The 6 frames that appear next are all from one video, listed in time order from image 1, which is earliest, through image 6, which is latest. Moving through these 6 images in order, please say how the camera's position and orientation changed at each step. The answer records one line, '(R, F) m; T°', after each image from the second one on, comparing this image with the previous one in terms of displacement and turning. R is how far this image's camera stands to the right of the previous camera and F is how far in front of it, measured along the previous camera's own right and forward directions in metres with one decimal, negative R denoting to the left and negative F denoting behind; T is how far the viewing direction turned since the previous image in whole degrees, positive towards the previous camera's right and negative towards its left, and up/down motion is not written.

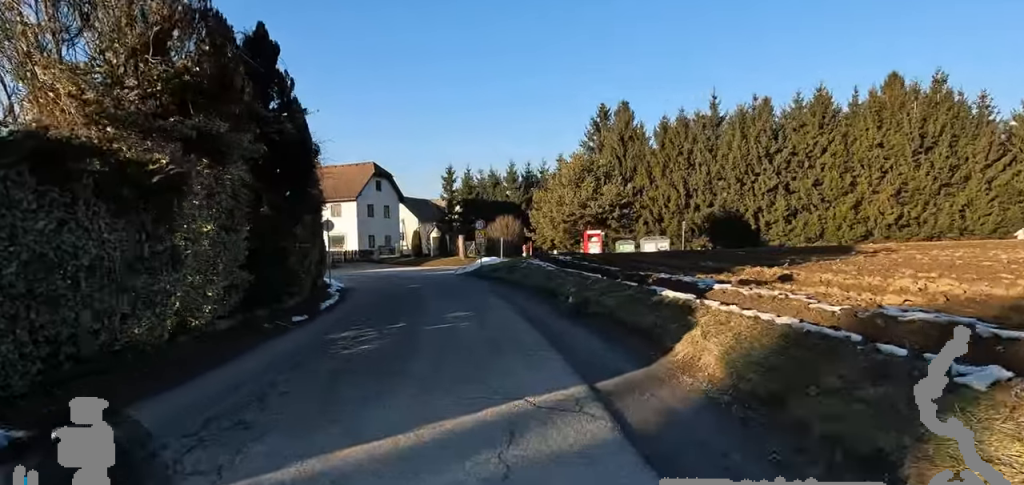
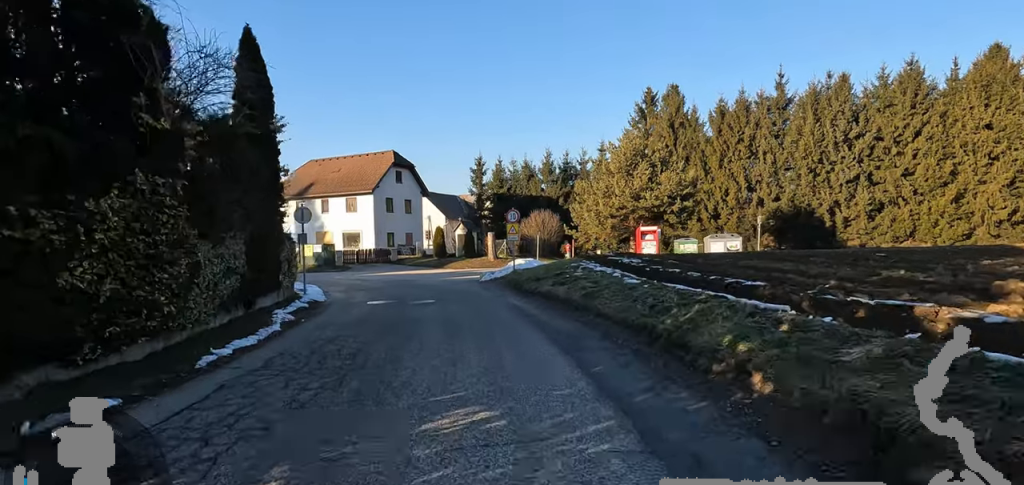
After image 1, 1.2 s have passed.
(-0.3, +5.9) m; -1°
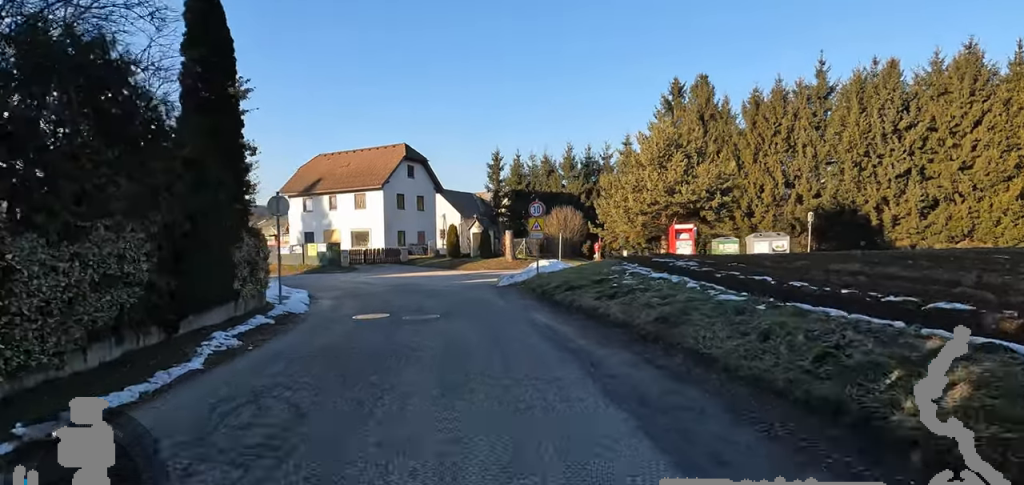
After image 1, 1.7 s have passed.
(-0.1, +2.8) m; 0°
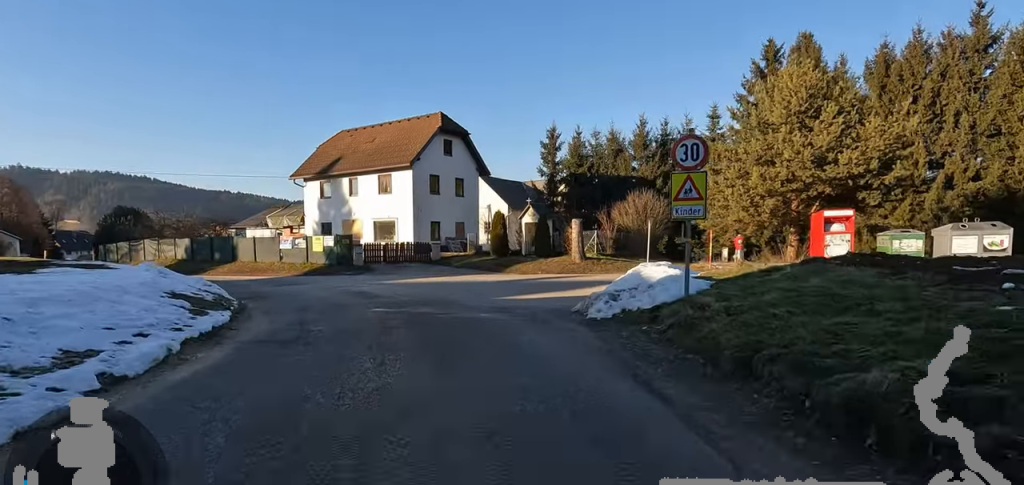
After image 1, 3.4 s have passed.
(-0.3, +7.9) m; -10°
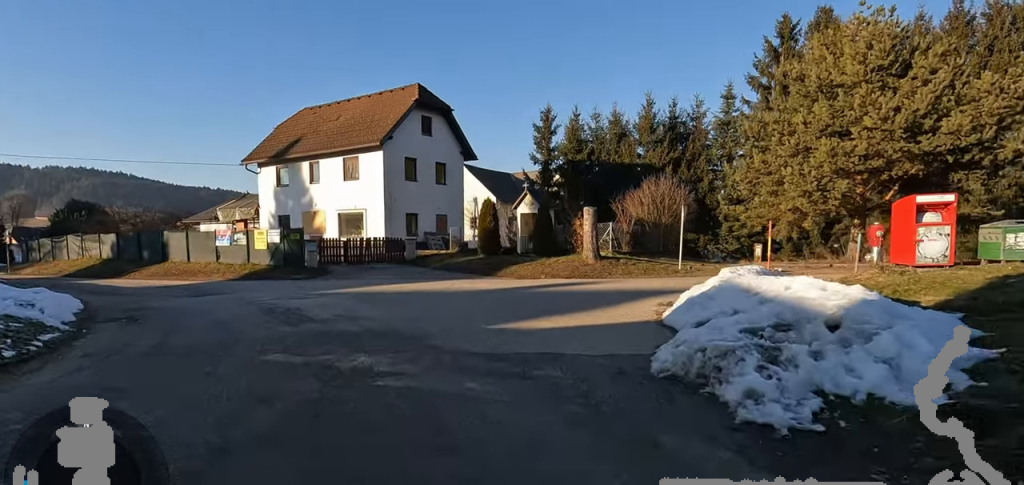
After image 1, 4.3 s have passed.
(+0.2, +4.9) m; +9°
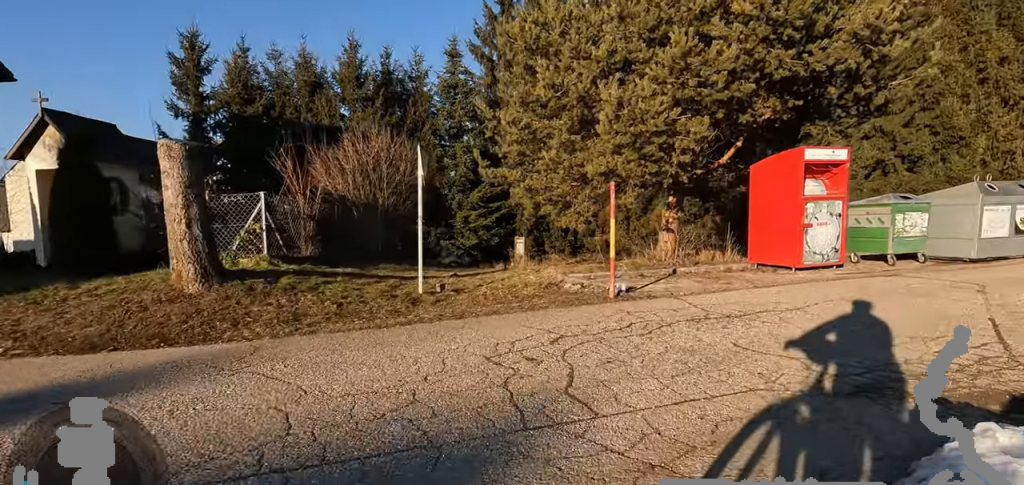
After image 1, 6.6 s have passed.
(+2.0, +10.3) m; +22°
